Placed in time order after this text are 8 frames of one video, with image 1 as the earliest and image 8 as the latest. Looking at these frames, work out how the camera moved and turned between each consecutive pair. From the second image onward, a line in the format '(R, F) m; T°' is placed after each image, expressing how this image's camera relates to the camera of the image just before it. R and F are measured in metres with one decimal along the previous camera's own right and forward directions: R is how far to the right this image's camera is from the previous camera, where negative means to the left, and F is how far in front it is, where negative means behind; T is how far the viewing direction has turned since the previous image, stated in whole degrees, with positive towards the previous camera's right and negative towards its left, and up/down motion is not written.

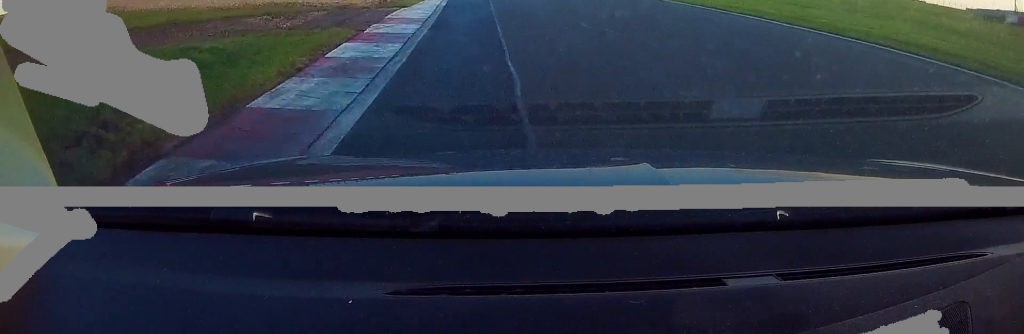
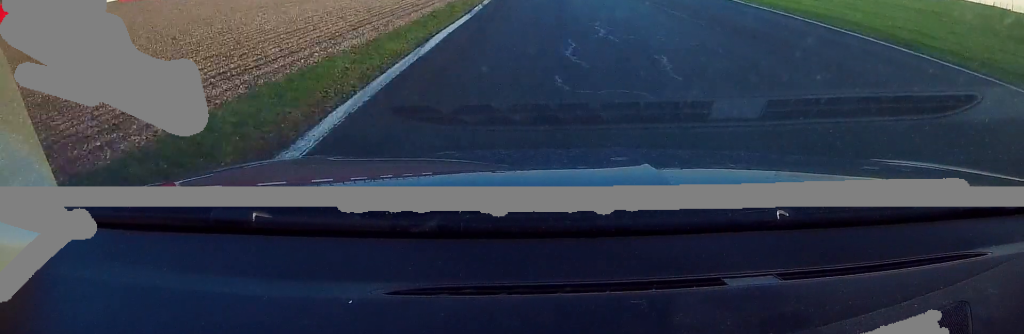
(-2.5, +29.9) m; -7°
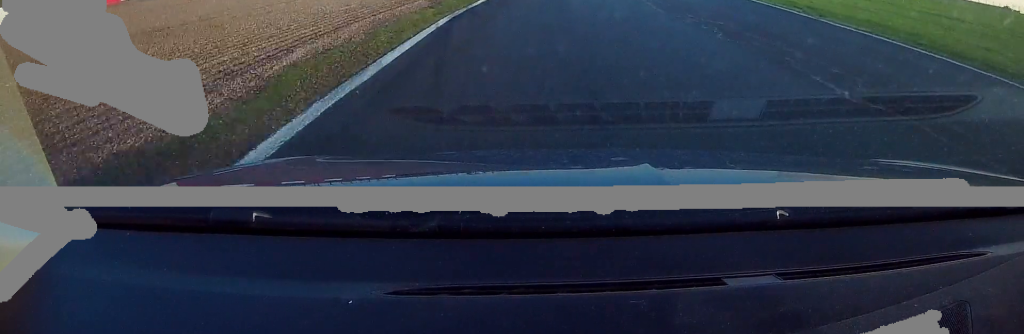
(-0.1, +16.2) m; +2°
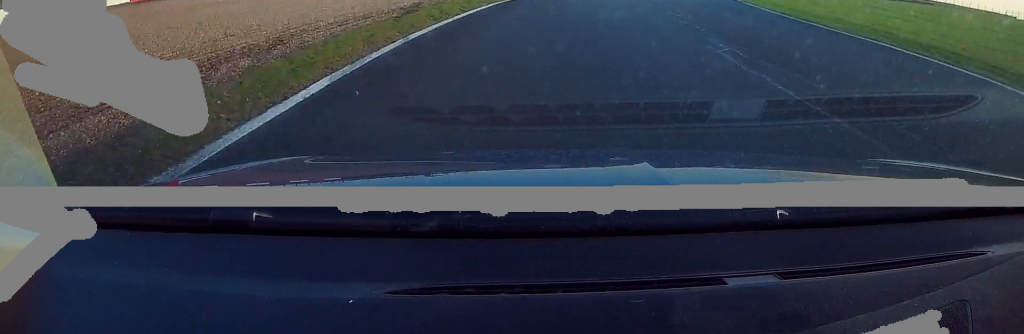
(+0.3, +13.3) m; +3°
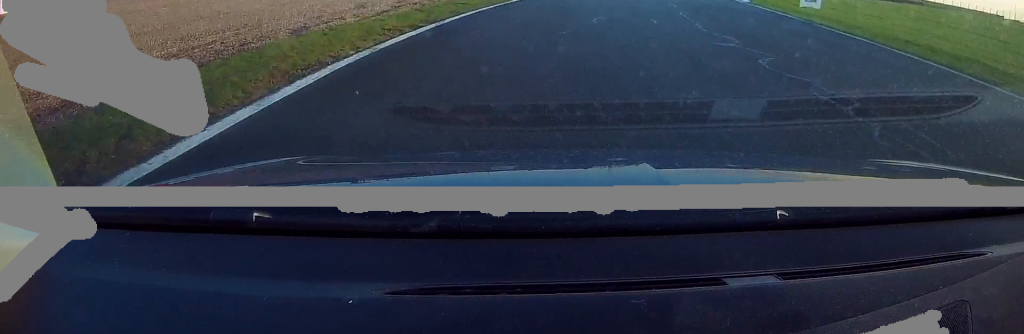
(+0.6, +15.2) m; +4°
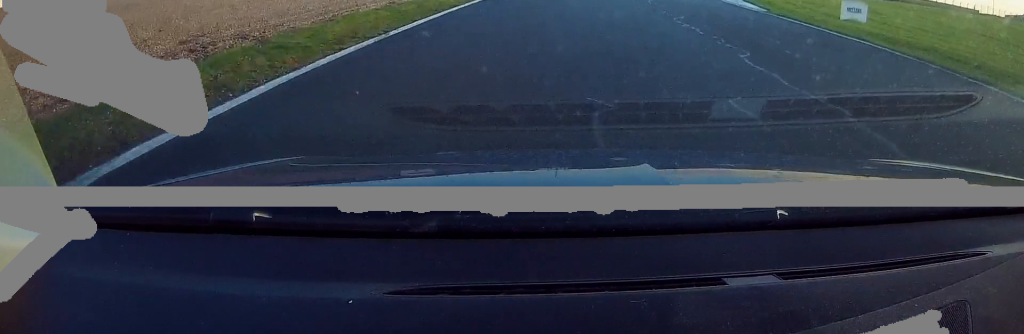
(-0.2, +11.1) m; +3°
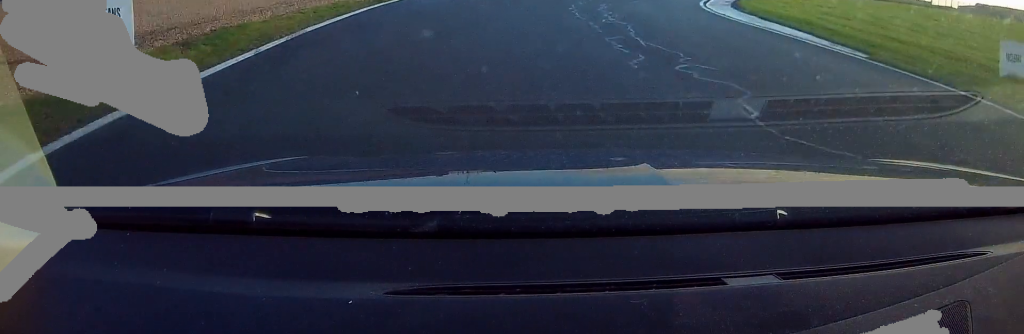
(+1.0, +13.7) m; +7°
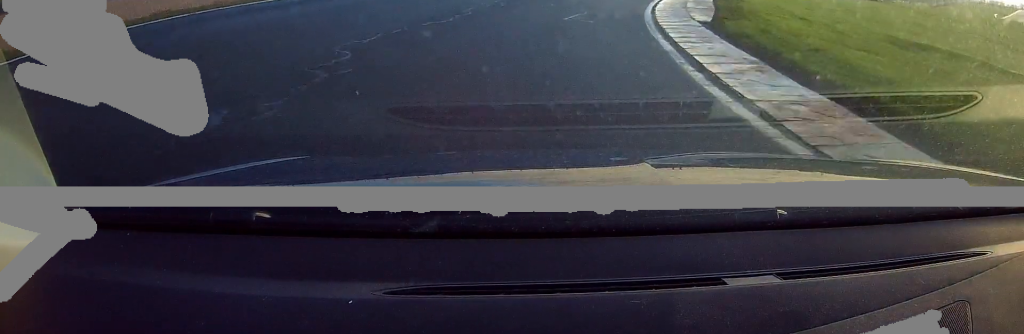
(+2.8, +21.4) m; +17°
